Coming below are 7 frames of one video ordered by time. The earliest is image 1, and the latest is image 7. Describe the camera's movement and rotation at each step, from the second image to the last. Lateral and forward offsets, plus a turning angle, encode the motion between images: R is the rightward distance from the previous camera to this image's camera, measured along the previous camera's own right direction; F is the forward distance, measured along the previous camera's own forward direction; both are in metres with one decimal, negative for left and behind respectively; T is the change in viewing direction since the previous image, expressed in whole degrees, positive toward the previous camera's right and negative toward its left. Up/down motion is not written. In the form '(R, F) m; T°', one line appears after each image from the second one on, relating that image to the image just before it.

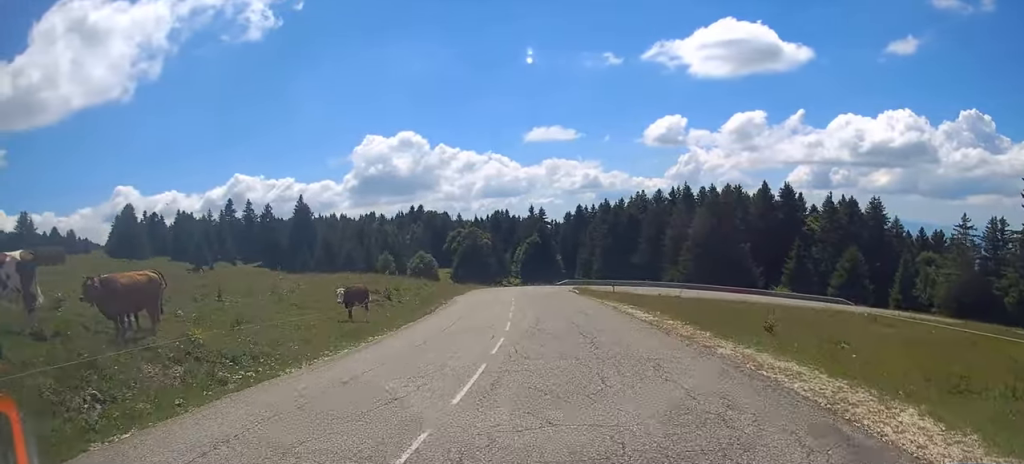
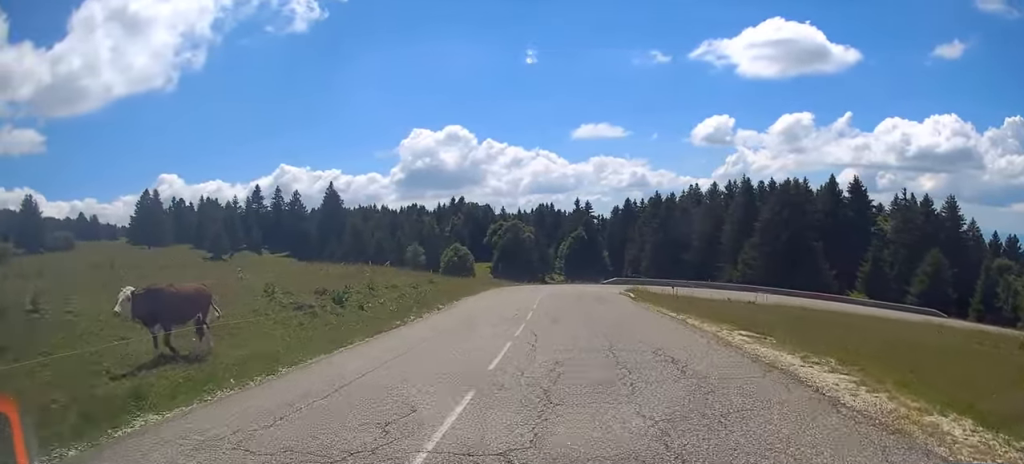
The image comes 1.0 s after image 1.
(-0.6, +11.7) m; -5°
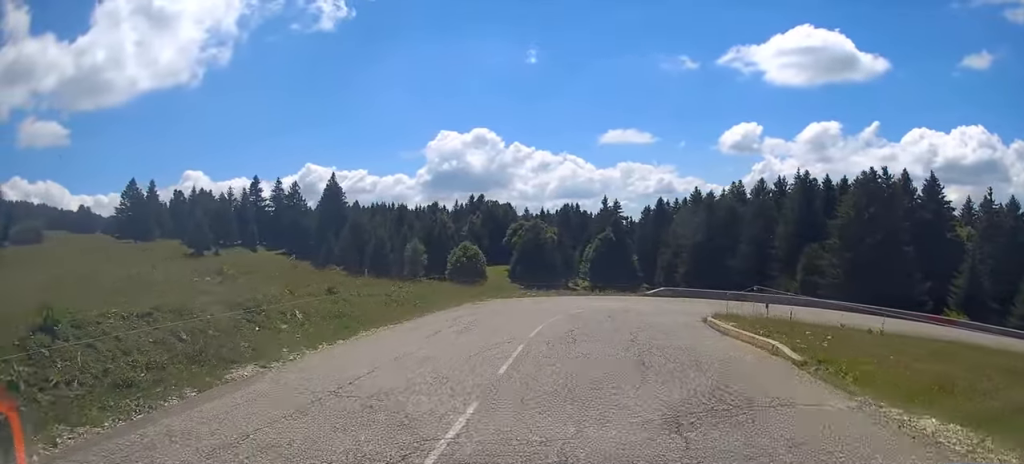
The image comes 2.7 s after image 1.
(-0.8, +18.4) m; -2°
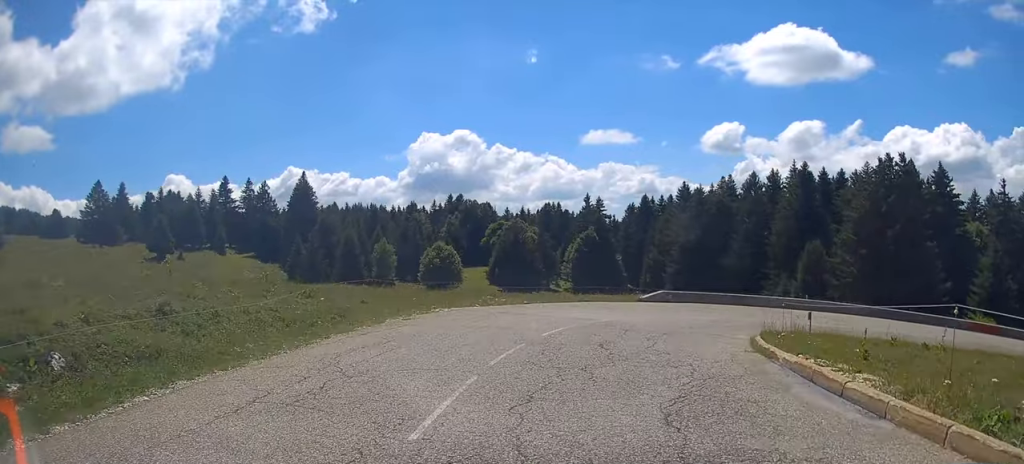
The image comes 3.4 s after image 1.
(-0.2, +7.8) m; +4°
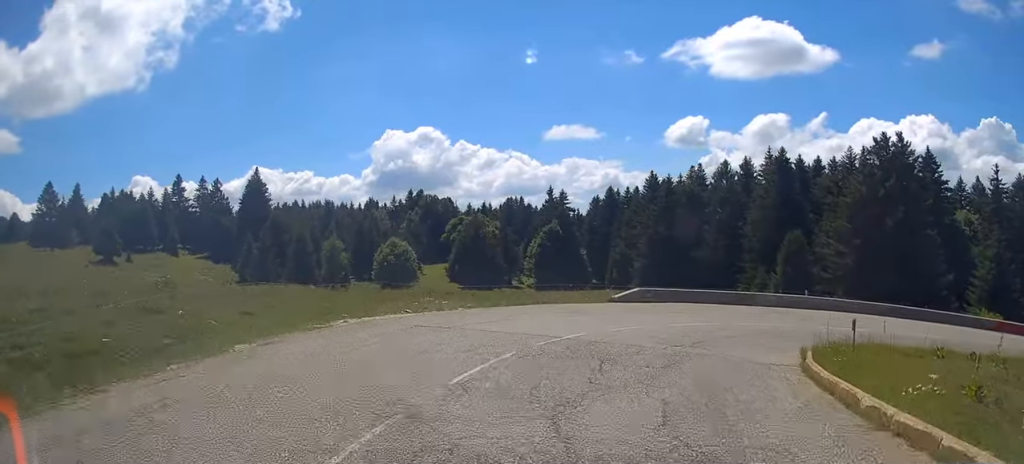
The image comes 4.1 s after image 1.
(+0.6, +6.4) m; +5°
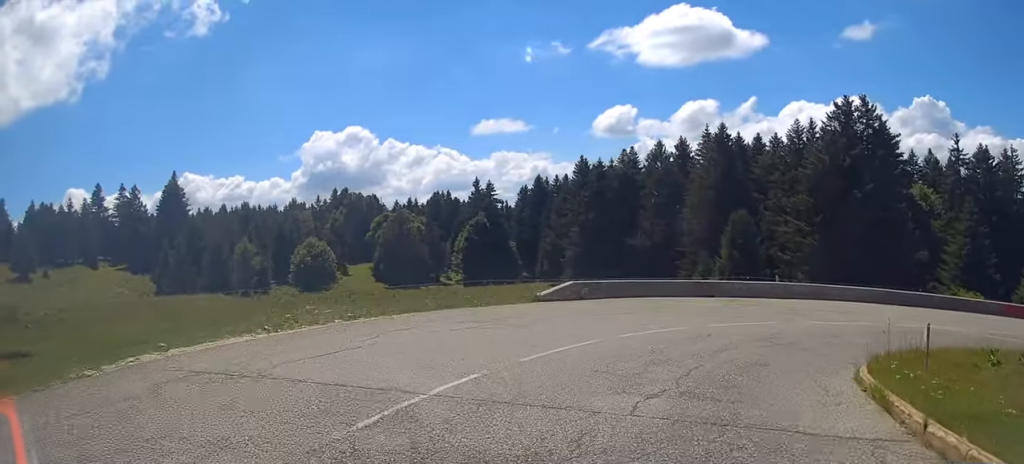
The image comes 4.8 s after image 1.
(+0.2, +6.7) m; +5°
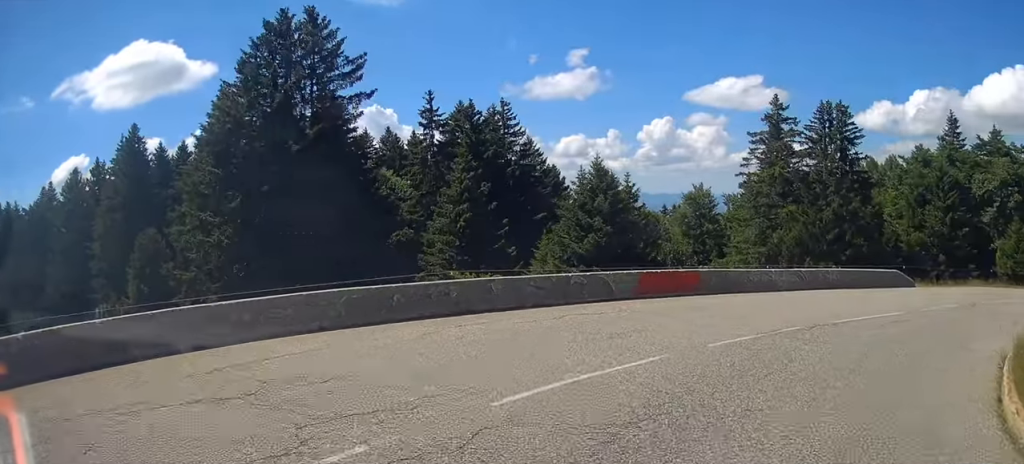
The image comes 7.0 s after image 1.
(+4.9, +17.2) m; +47°
